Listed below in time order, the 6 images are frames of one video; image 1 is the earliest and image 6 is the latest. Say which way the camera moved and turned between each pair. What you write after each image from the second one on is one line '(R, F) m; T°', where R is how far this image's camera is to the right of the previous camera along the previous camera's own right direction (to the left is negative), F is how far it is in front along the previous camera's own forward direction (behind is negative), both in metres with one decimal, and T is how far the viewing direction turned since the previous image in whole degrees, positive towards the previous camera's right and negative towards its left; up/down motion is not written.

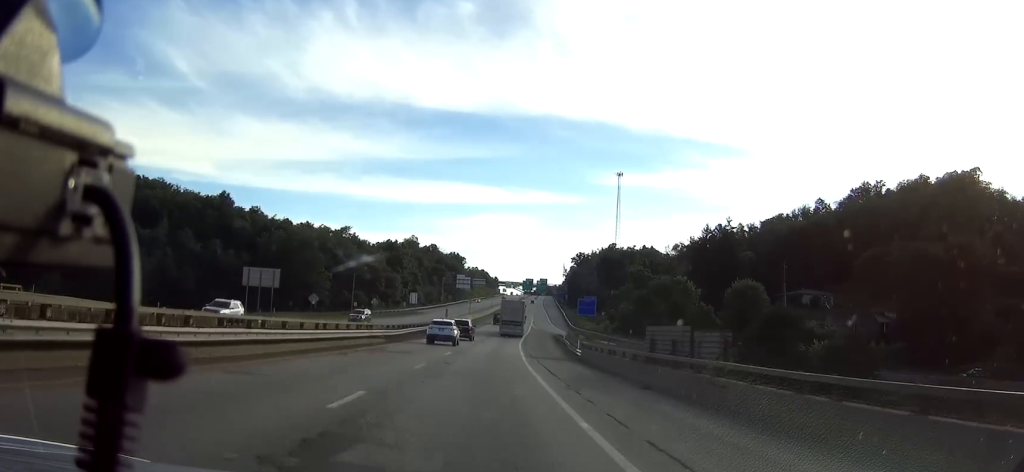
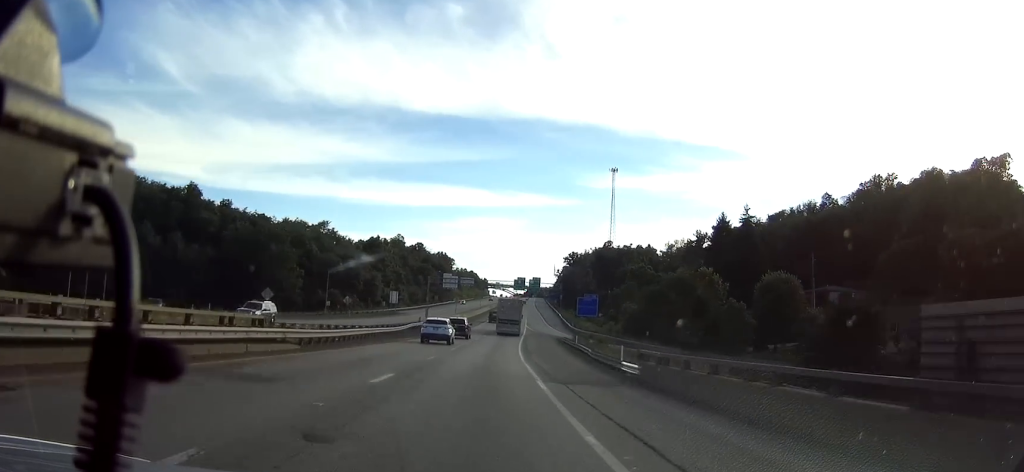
(+0.2, +19.3) m; +1°
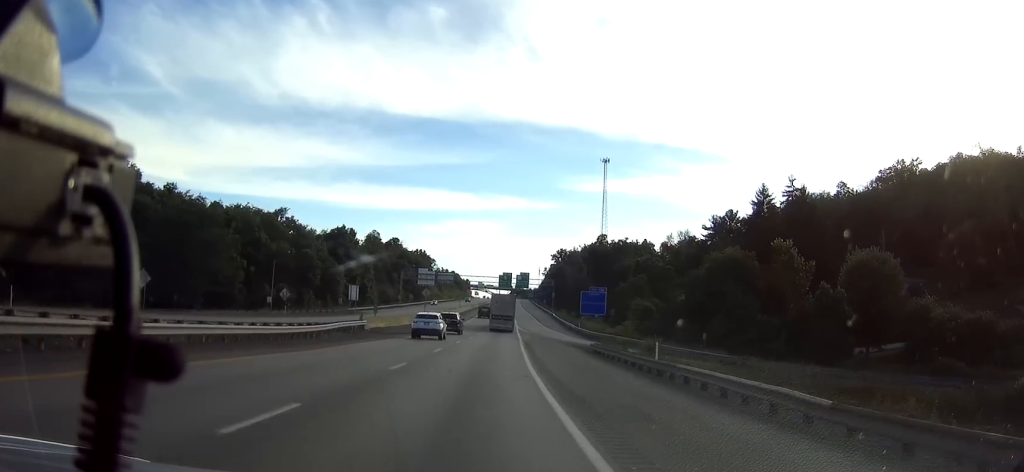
(+0.5, +32.5) m; +1°
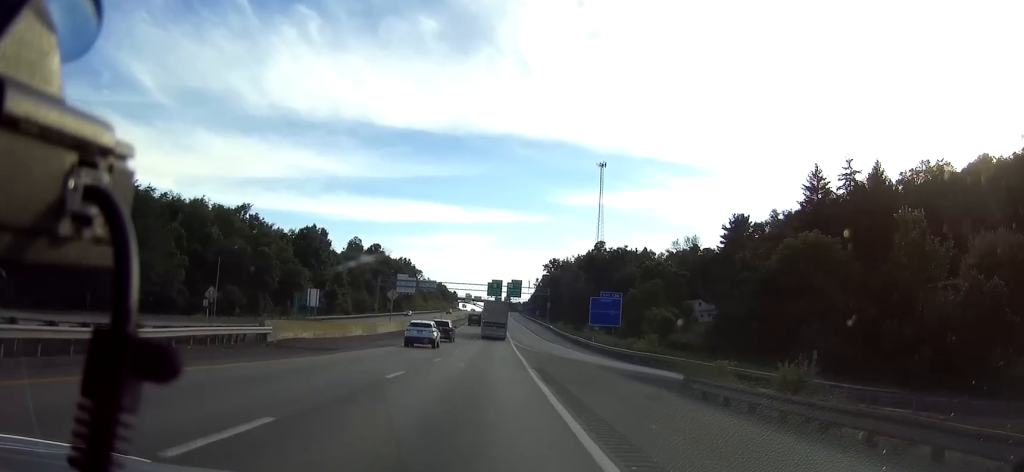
(+0.3, +25.2) m; +1°
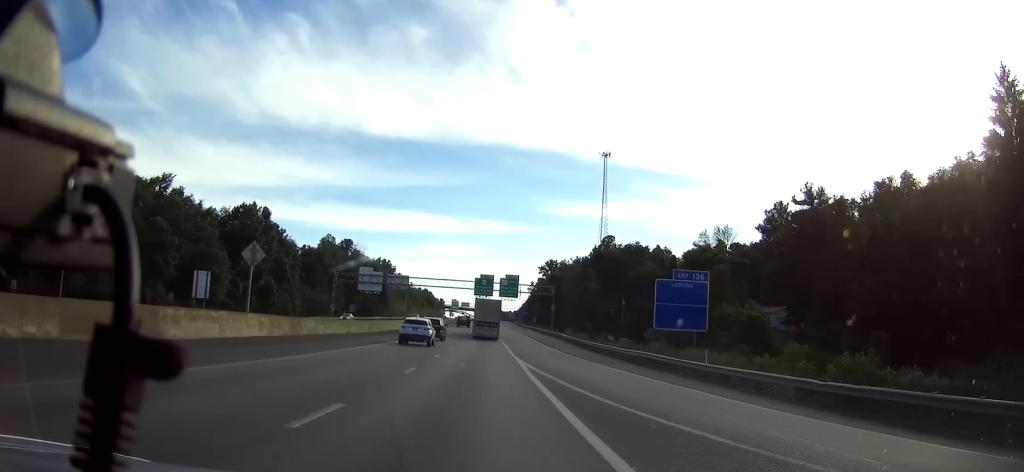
(+0.2, +45.3) m; +1°
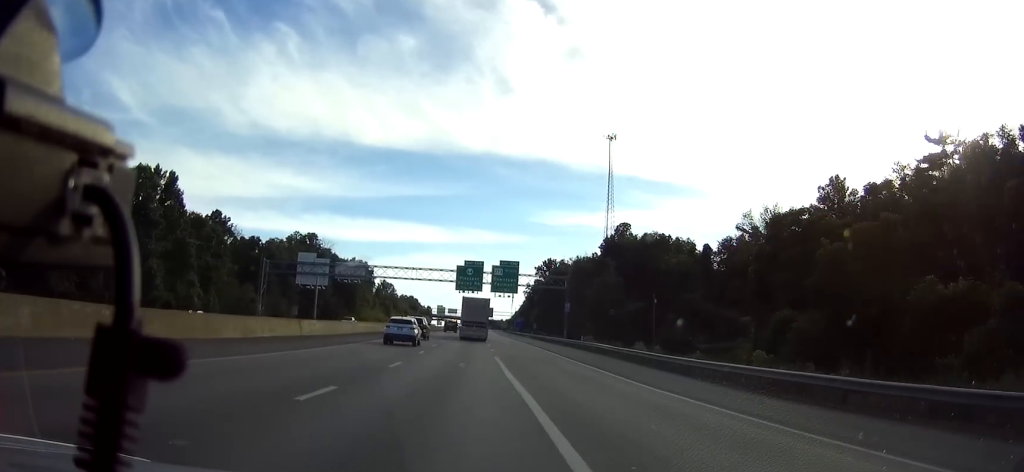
(+0.4, +45.0) m; 0°
